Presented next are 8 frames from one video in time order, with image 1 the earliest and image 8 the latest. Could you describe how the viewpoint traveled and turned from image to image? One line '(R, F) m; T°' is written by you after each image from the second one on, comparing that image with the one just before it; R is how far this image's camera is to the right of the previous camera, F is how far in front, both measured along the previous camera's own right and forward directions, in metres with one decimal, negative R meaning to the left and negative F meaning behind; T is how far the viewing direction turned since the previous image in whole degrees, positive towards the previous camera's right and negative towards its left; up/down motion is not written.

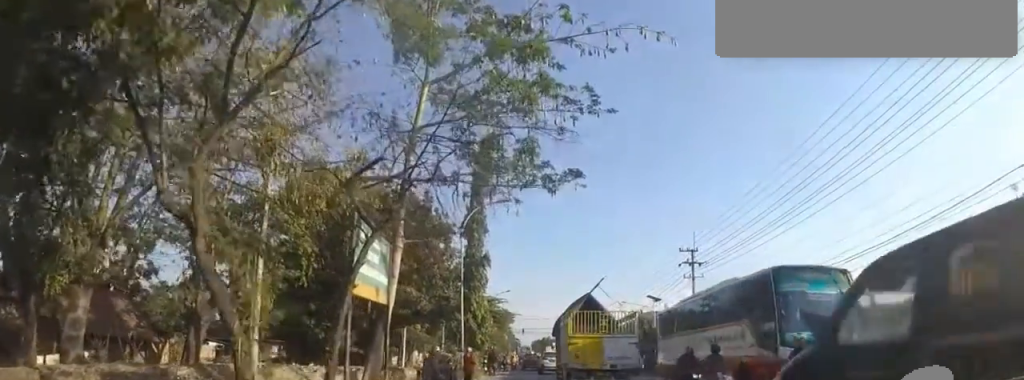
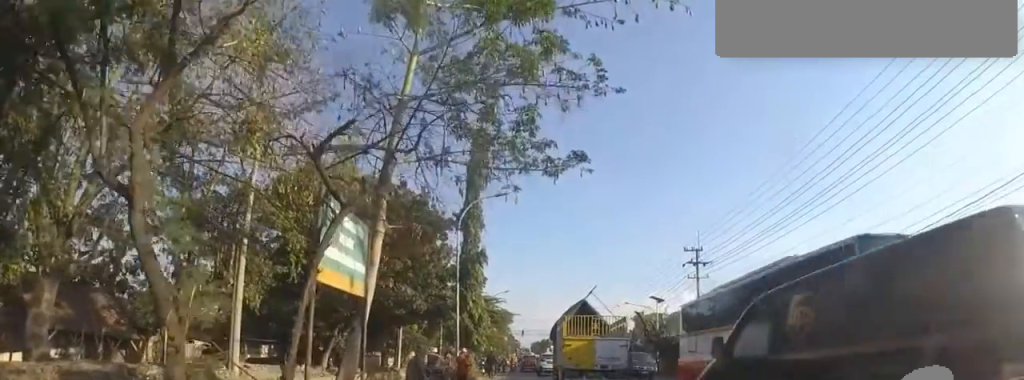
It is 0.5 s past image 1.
(0.0, +1.4) m; 0°
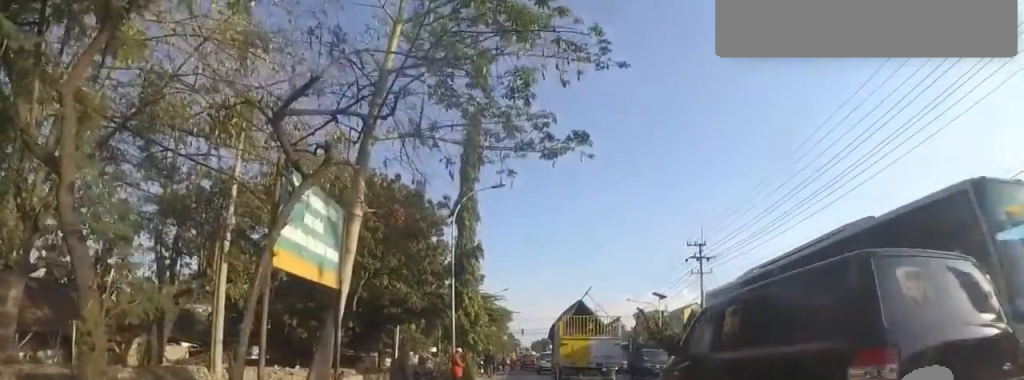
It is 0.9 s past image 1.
(0.0, +1.1) m; 0°
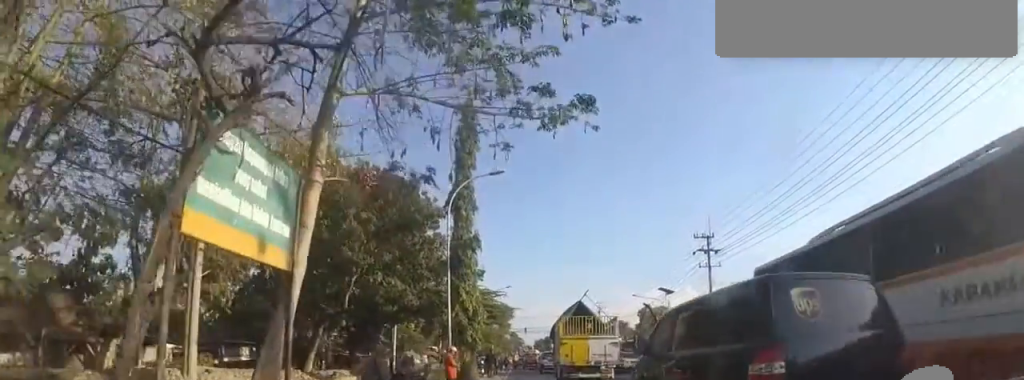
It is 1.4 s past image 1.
(0.0, +1.6) m; 0°
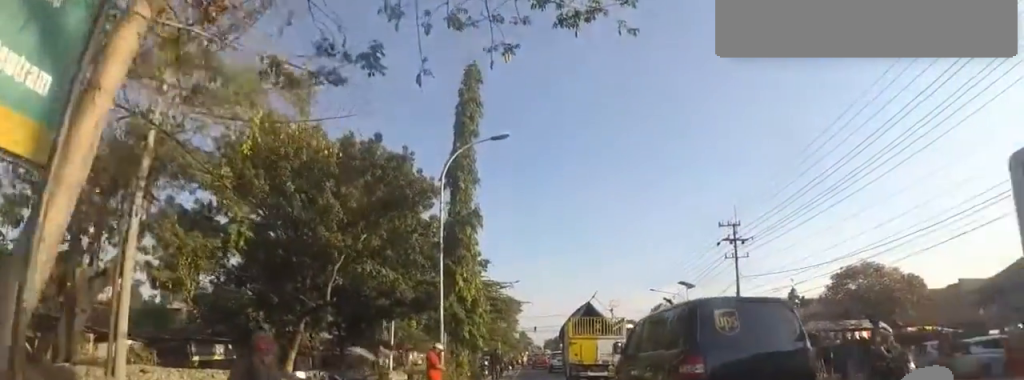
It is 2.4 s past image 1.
(0.0, +3.4) m; 0°
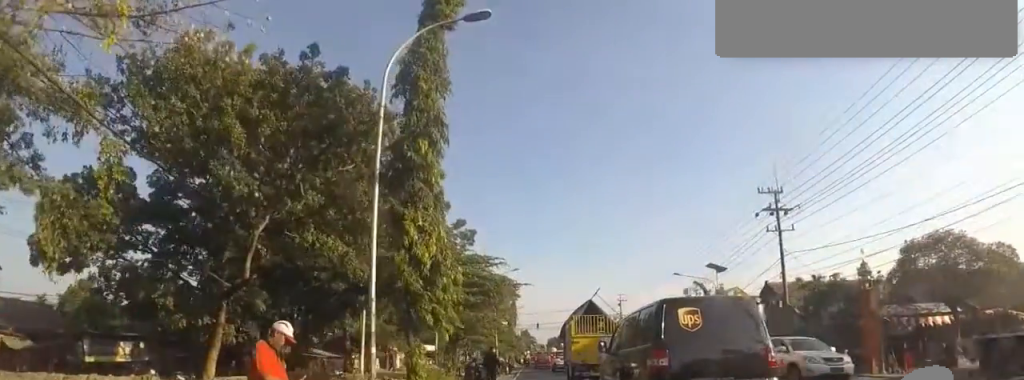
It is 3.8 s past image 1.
(0.0, +6.4) m; 0°
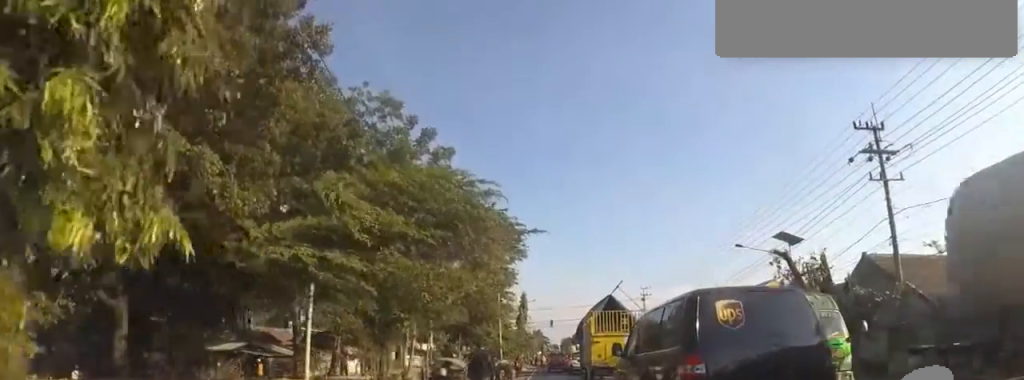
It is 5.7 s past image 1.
(0.0, +8.5) m; 0°
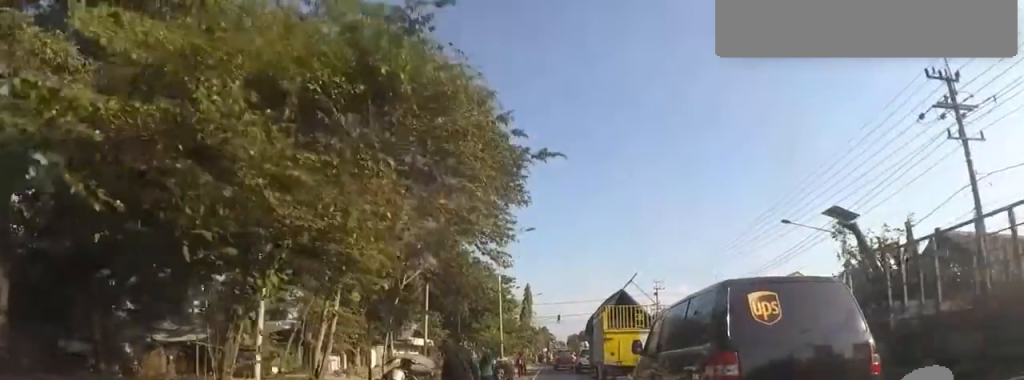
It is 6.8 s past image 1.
(0.0, +4.4) m; 0°
